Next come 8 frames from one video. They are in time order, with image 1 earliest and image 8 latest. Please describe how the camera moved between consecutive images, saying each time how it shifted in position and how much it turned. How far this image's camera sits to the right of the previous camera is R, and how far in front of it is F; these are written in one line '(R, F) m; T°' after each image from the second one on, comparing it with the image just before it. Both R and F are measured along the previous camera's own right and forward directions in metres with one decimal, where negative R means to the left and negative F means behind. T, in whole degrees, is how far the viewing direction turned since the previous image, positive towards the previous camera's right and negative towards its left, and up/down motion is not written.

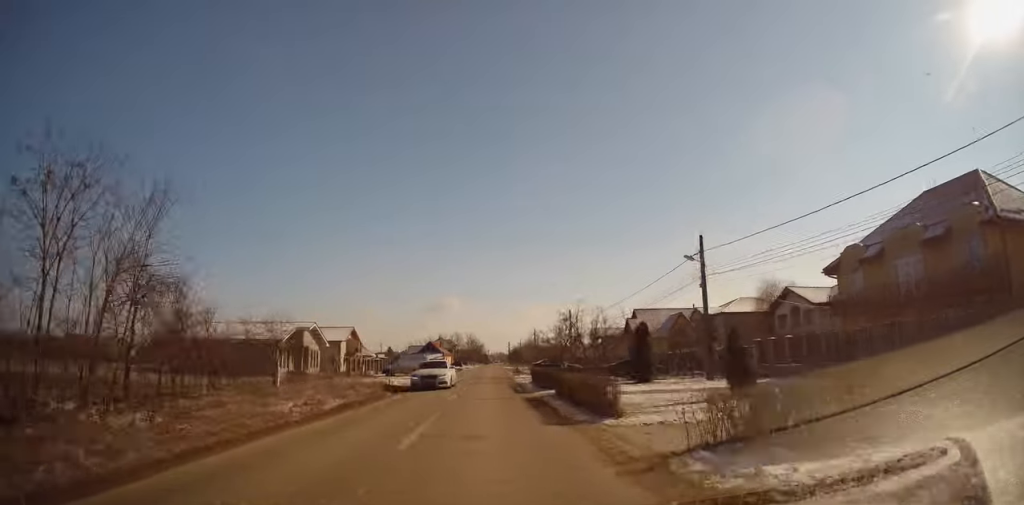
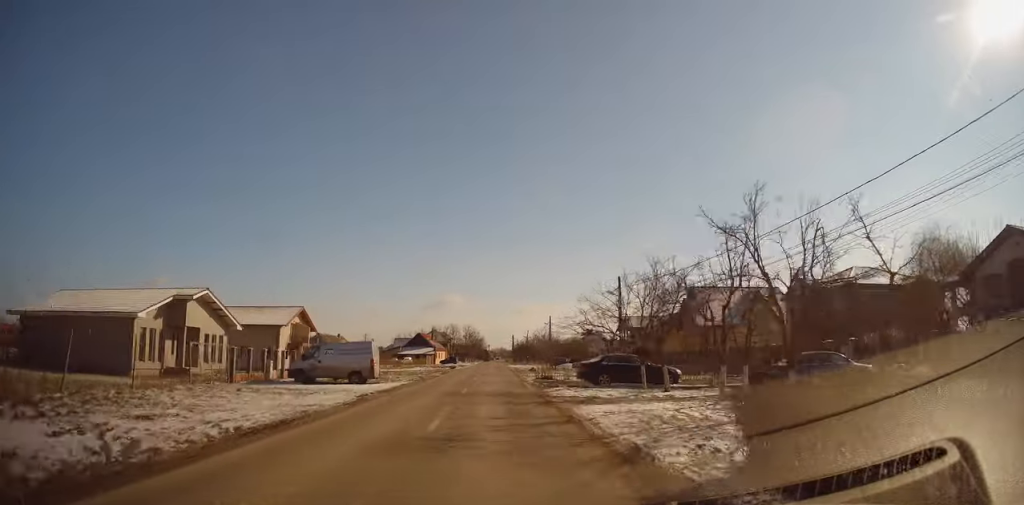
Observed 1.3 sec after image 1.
(0.0, +25.0) m; -1°
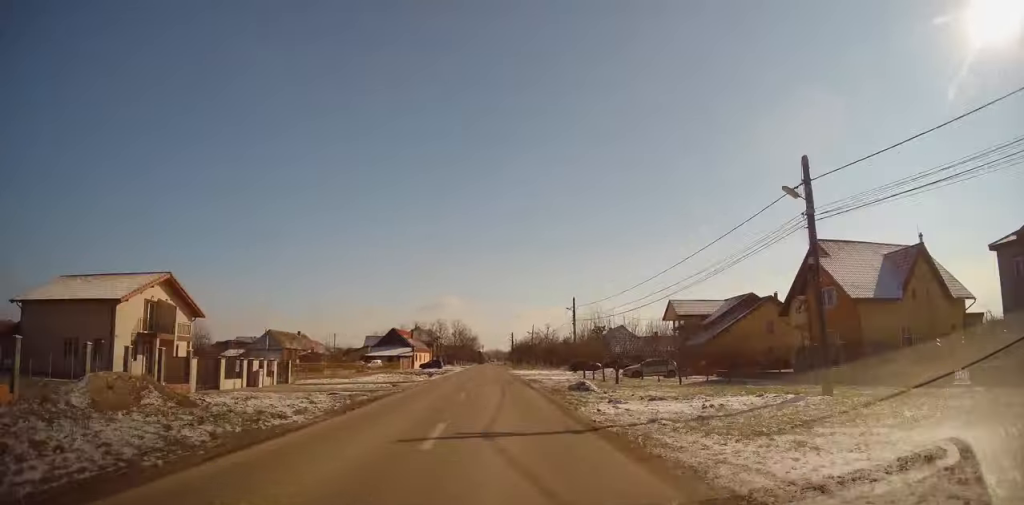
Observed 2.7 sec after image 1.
(-0.1, +27.2) m; +1°
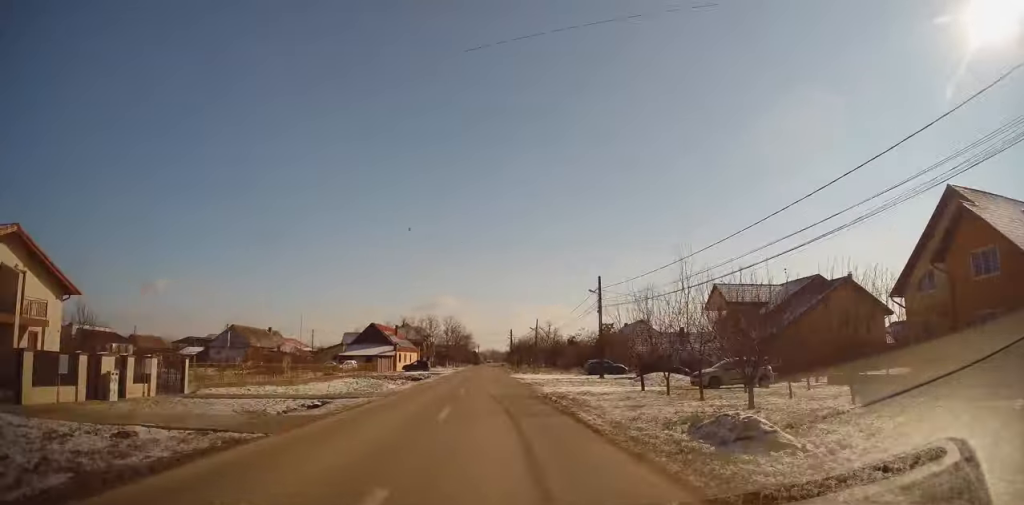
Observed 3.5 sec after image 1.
(+0.1, +14.5) m; +1°
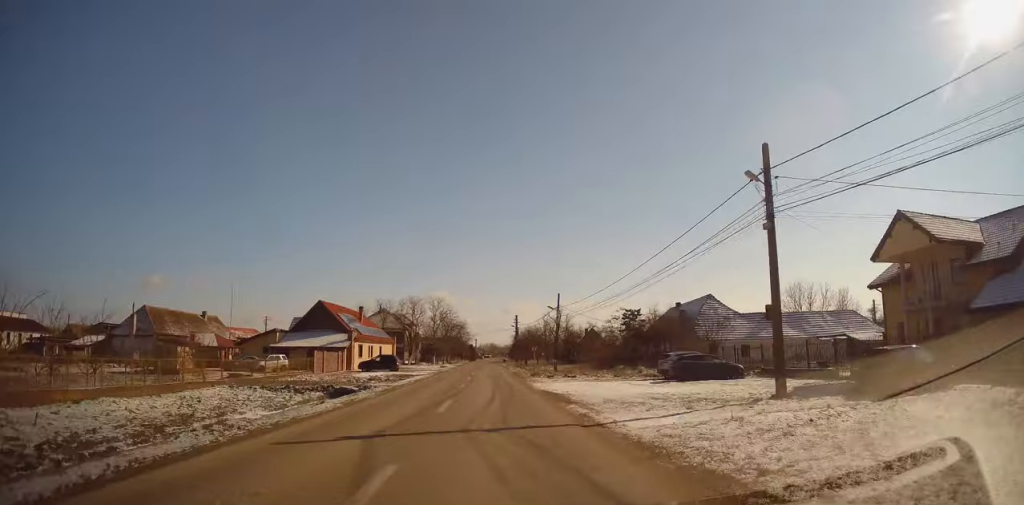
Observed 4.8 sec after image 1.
(+0.2, +26.0) m; -1°
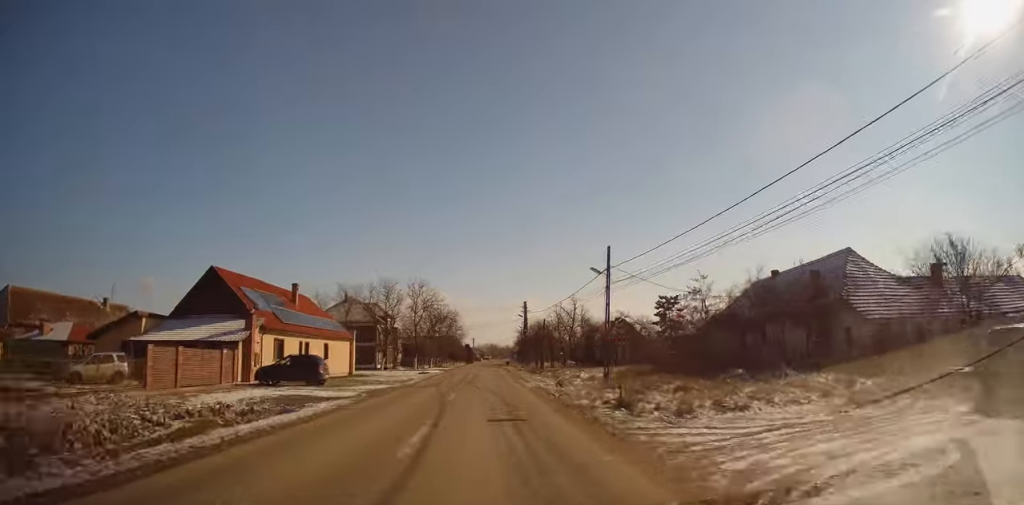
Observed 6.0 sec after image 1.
(-0.3, +23.9) m; 0°
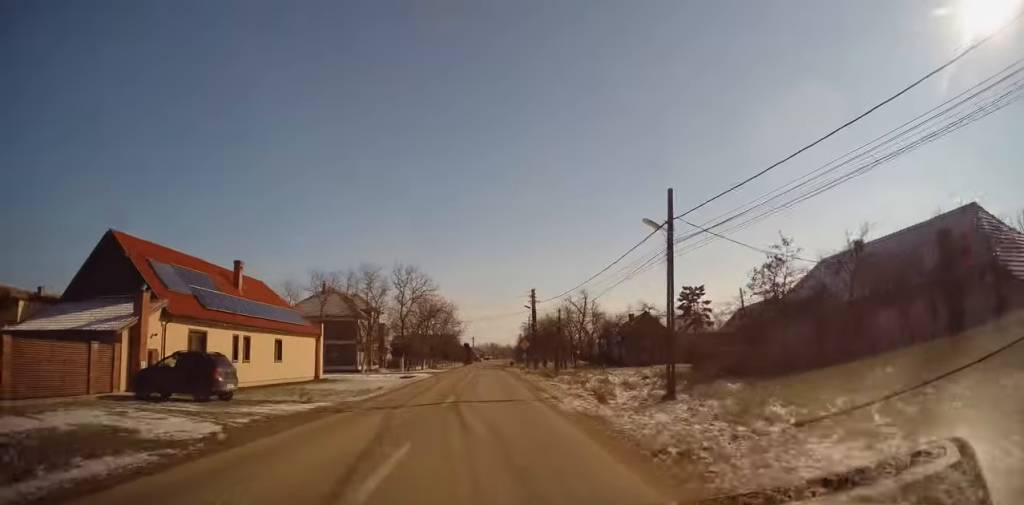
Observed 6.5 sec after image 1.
(+0.3, +11.1) m; 0°
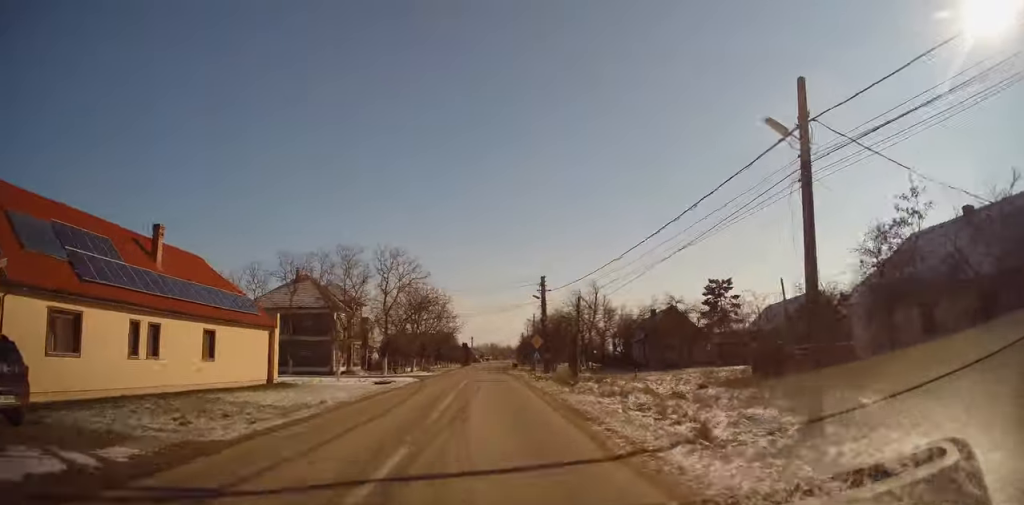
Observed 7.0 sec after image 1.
(-0.2, +9.4) m; 0°
